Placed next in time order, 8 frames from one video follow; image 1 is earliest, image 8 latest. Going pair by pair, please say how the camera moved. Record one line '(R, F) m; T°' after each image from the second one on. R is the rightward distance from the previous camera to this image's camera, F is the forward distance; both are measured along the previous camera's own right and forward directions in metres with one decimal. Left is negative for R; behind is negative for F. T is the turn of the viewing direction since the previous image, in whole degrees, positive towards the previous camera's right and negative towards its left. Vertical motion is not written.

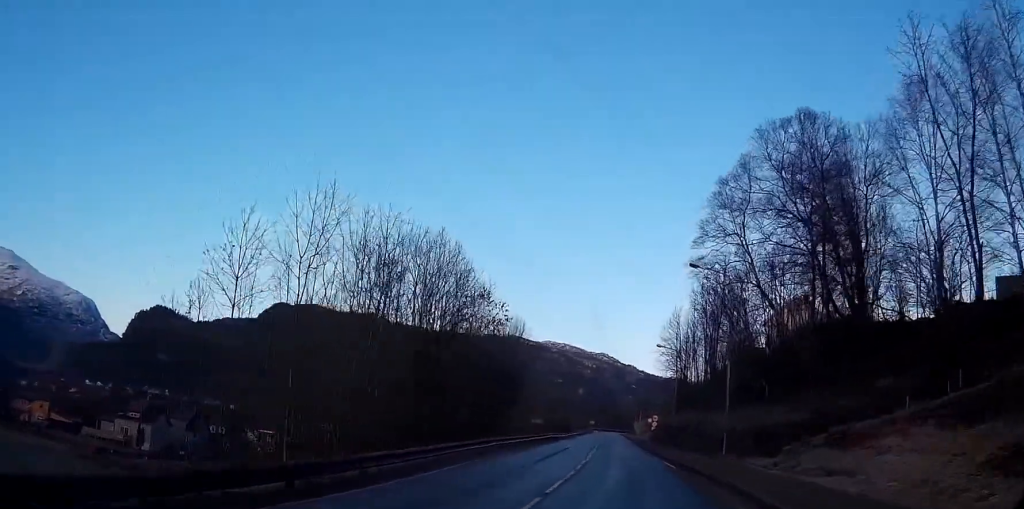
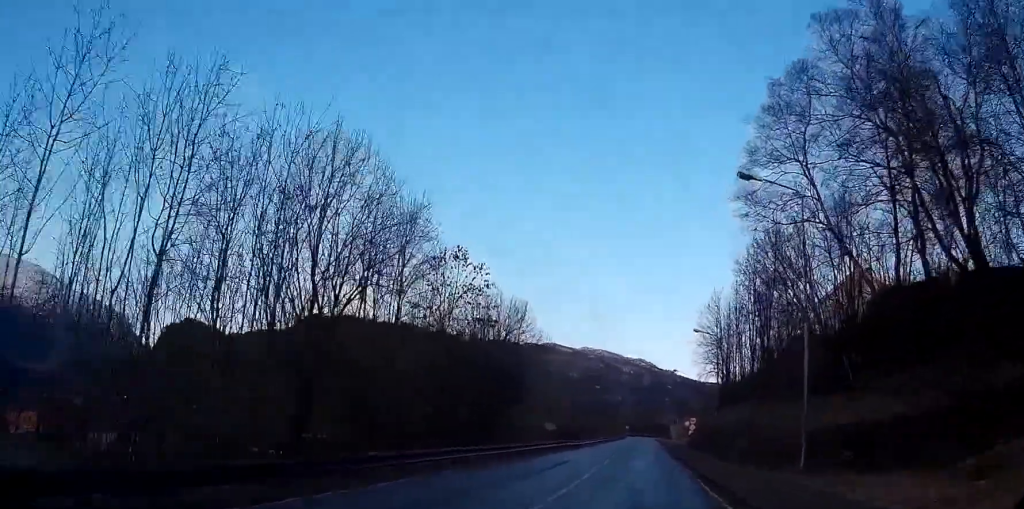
(-0.2, +14.0) m; 0°
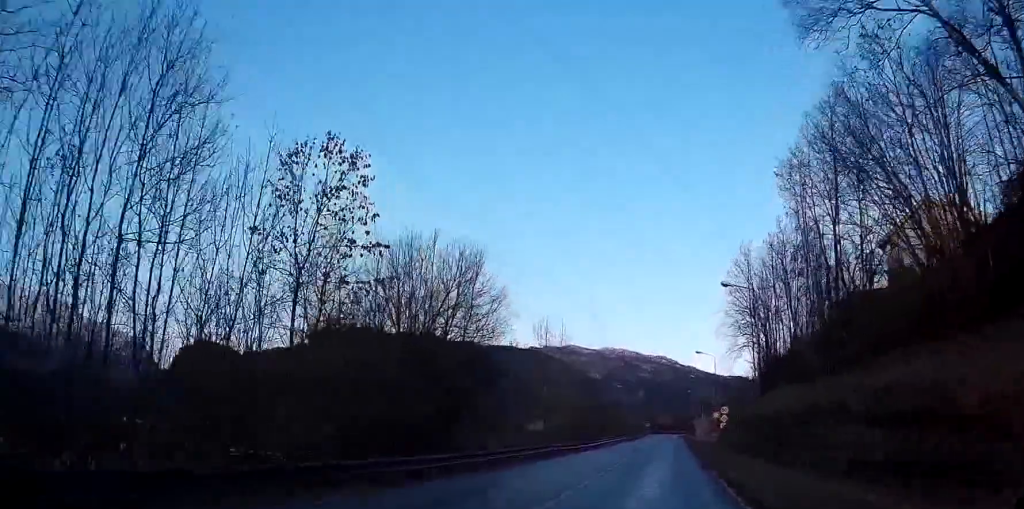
(+0.1, +16.8) m; 0°
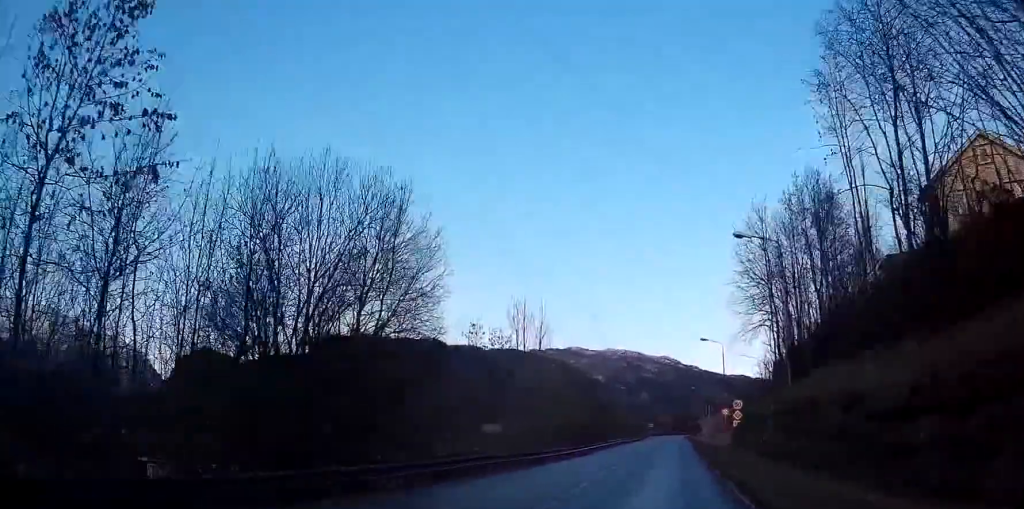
(0.0, +10.7) m; 0°
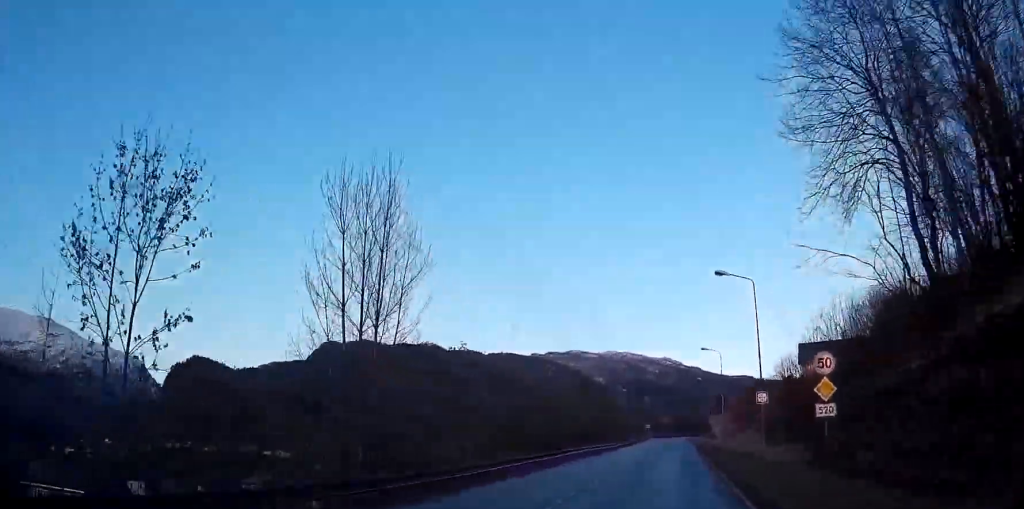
(-0.2, +30.3) m; -1°
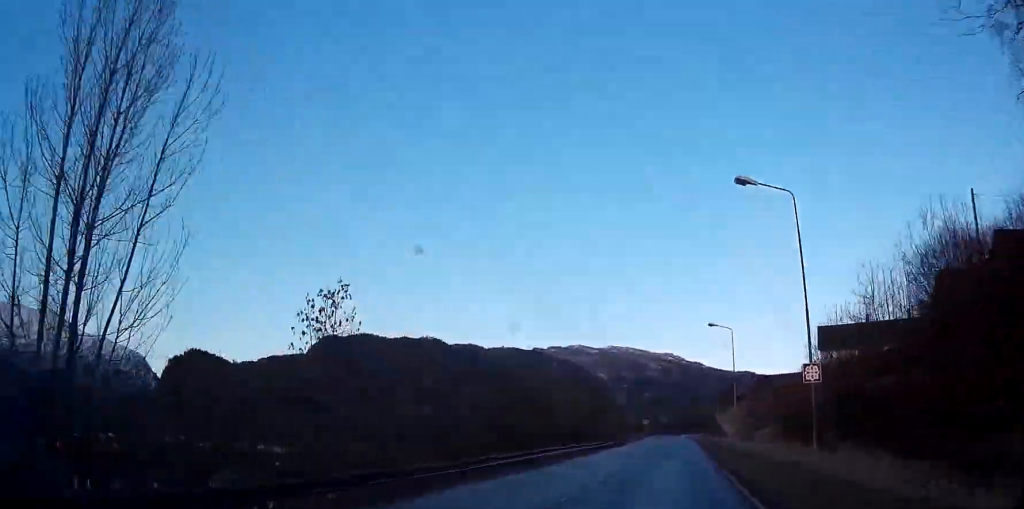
(-0.1, +15.0) m; 0°
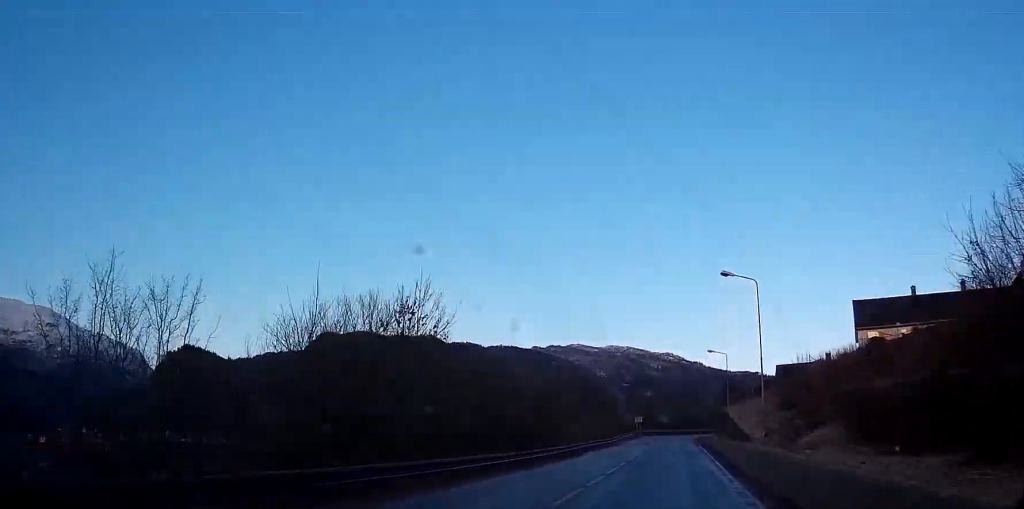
(+0.1, +21.9) m; 0°
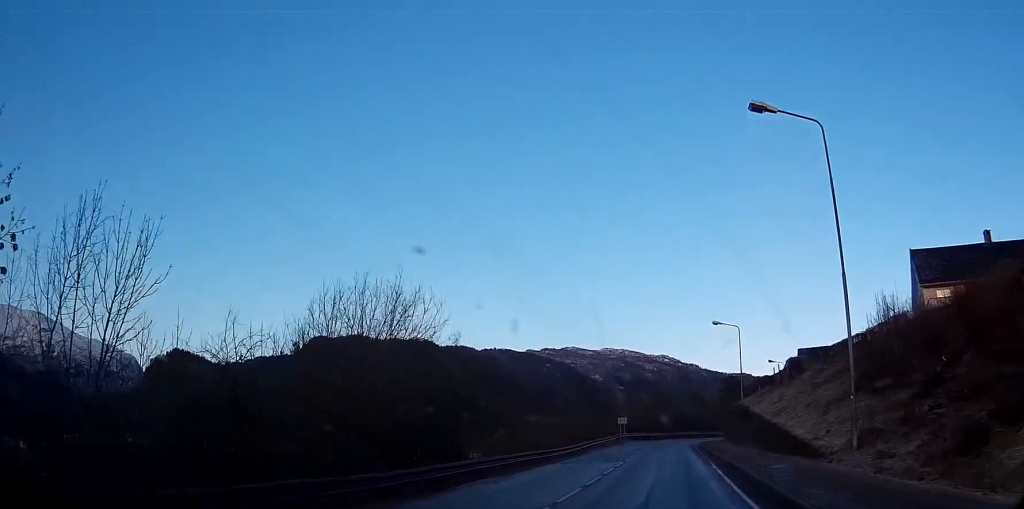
(0.0, +23.8) m; -1°
